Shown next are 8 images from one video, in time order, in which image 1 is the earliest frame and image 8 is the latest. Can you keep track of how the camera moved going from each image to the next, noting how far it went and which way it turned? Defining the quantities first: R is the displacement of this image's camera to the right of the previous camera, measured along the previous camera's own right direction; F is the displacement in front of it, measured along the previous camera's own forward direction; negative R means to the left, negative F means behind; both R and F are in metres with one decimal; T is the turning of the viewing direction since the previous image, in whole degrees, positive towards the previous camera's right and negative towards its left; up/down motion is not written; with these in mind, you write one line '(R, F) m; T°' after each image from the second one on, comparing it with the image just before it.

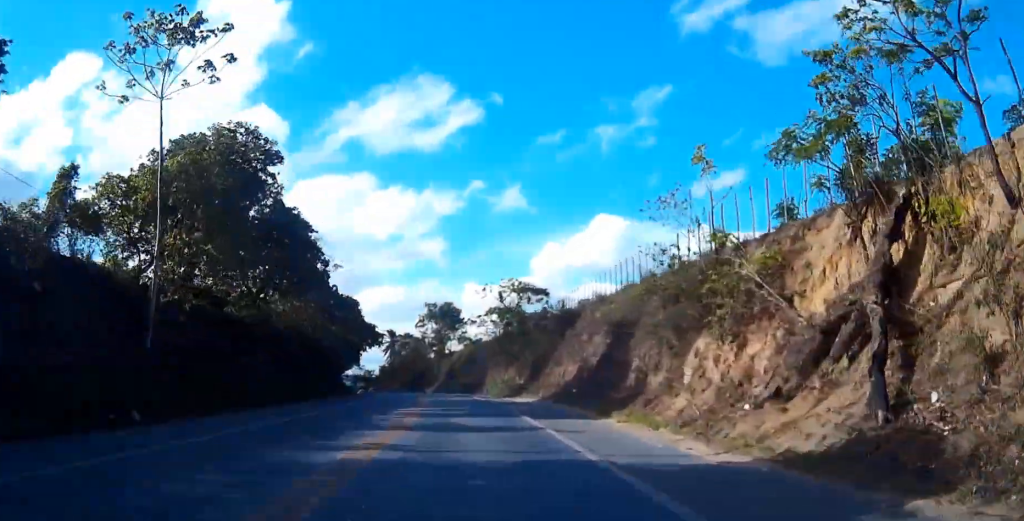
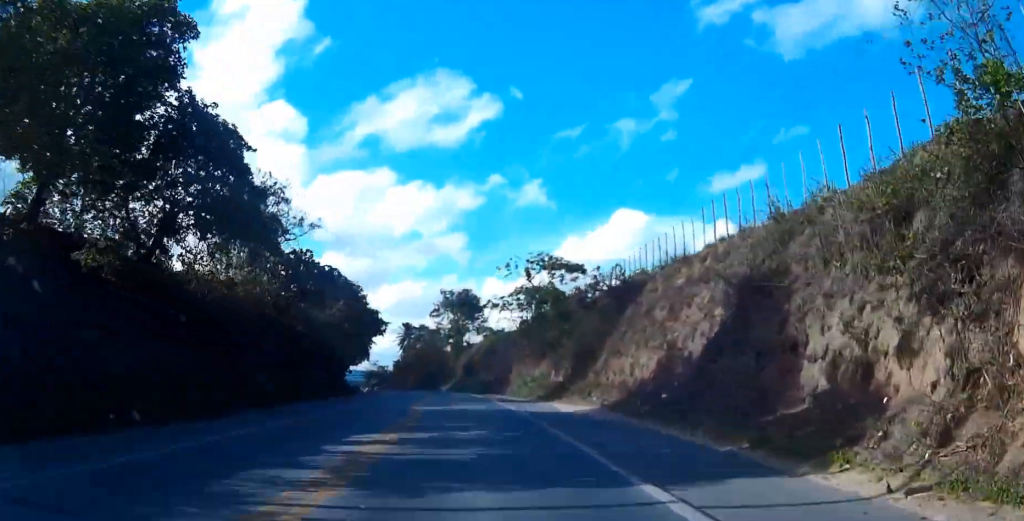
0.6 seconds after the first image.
(-0.1, +14.3) m; -1°
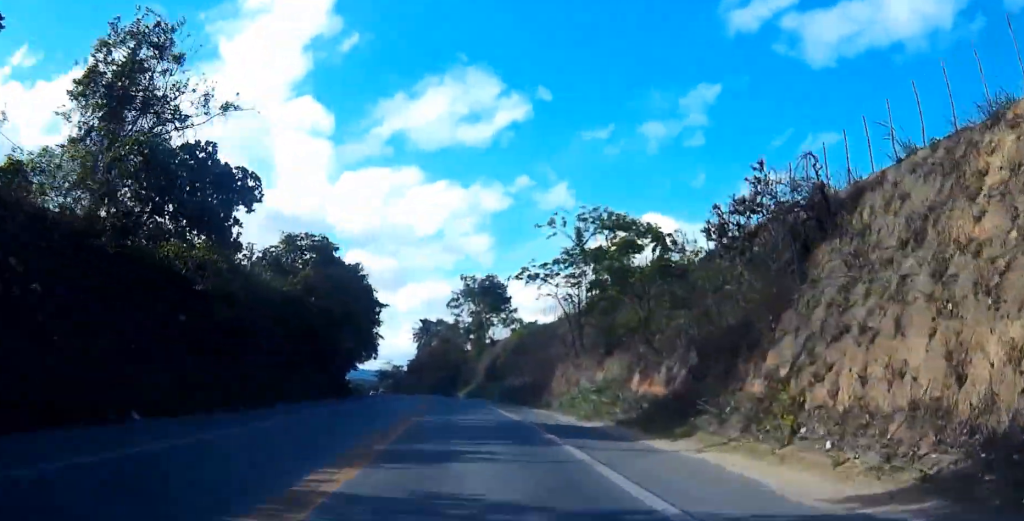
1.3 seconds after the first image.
(-0.3, +19.3) m; -2°
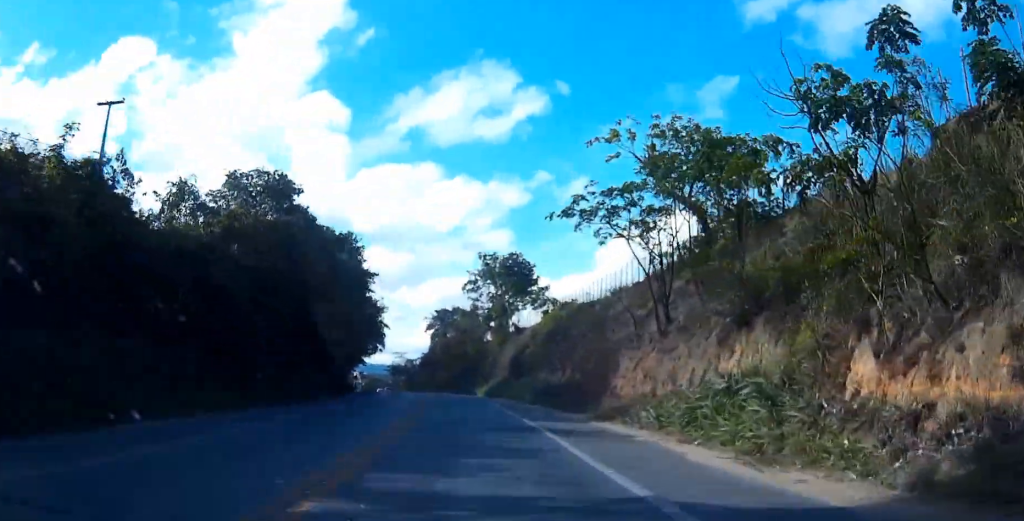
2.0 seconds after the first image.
(-0.3, +16.0) m; -2°
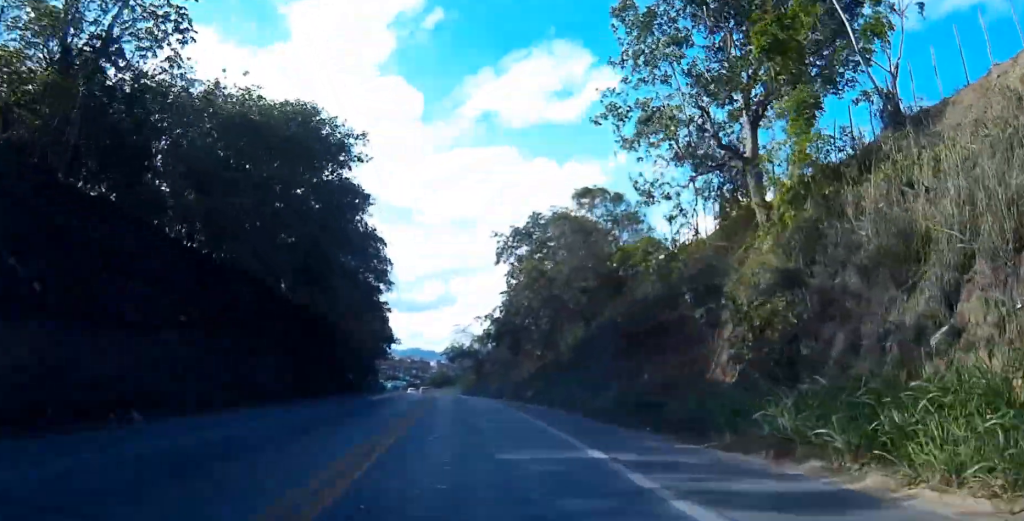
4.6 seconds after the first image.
(-4.0, +65.7) m; -7°
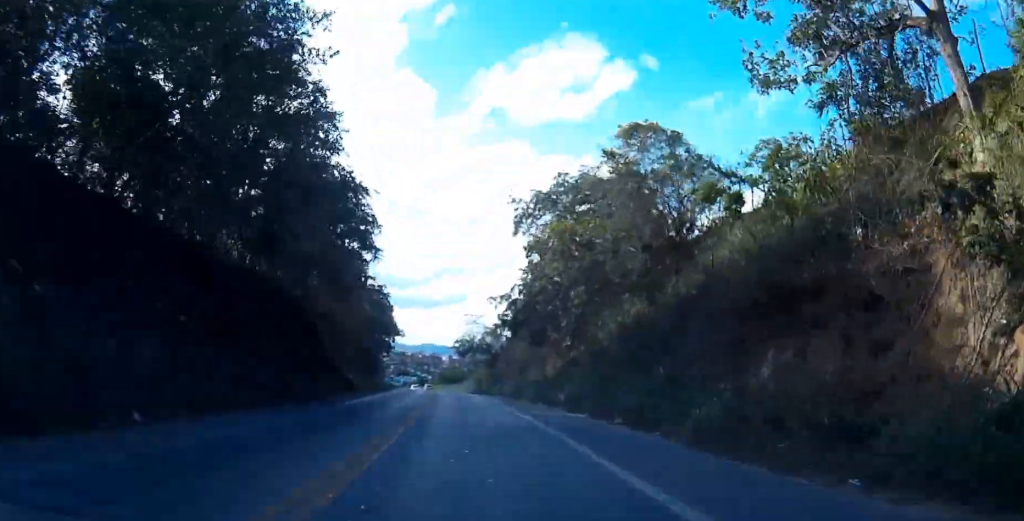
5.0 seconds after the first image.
(-0.2, +10.6) m; -1°
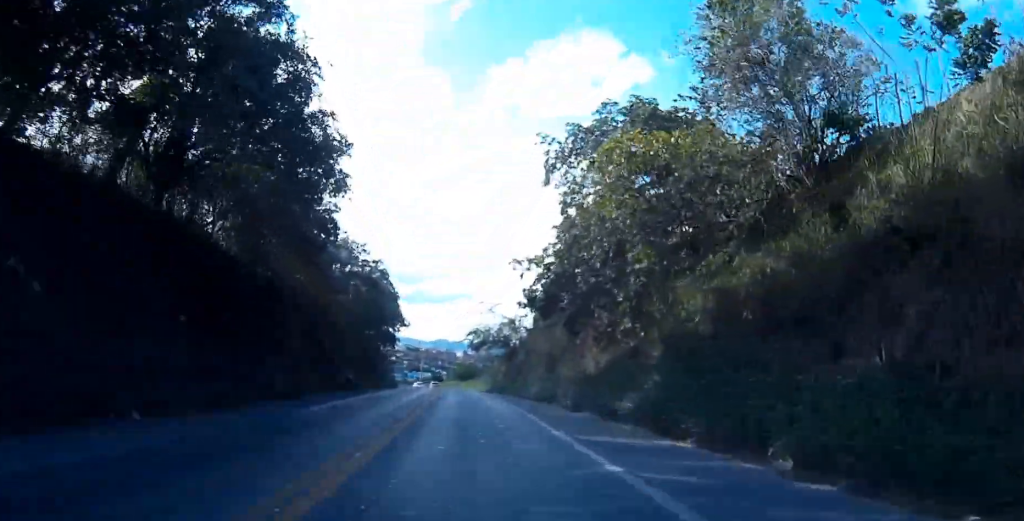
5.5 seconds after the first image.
(-0.1, +12.2) m; -1°
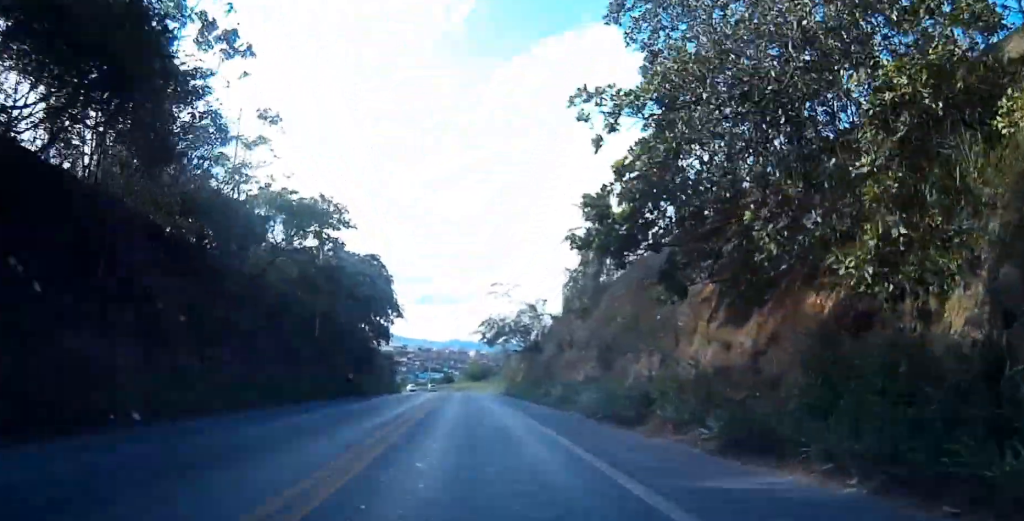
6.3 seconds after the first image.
(-0.2, +17.6) m; -1°
